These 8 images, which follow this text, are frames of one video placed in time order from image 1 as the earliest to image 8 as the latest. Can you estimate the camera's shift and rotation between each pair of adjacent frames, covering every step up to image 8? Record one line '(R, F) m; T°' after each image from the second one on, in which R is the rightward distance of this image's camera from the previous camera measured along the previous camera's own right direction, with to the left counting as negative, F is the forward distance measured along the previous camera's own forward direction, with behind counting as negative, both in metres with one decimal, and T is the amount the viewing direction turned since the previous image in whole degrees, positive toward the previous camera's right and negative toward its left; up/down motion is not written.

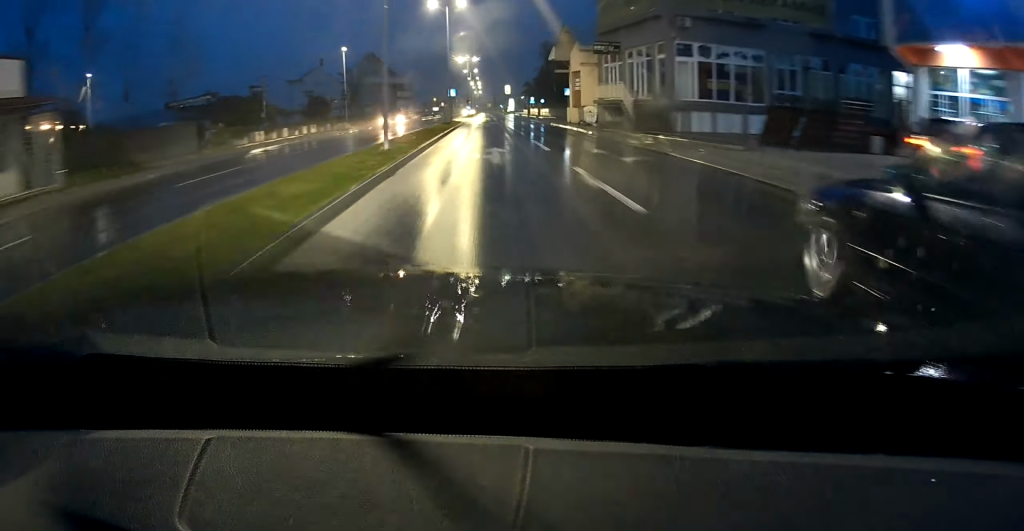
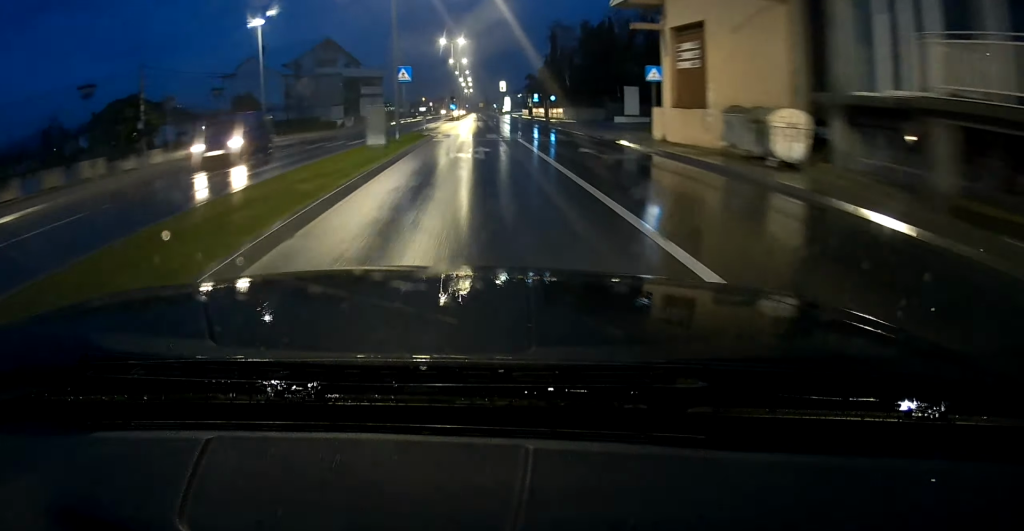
(-0.1, +29.9) m; 0°
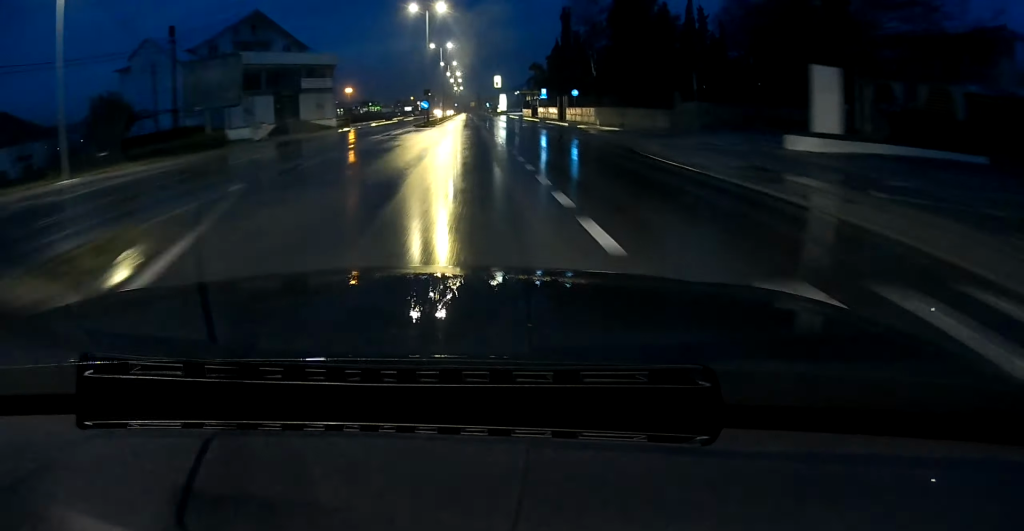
(-0.1, +28.0) m; +1°
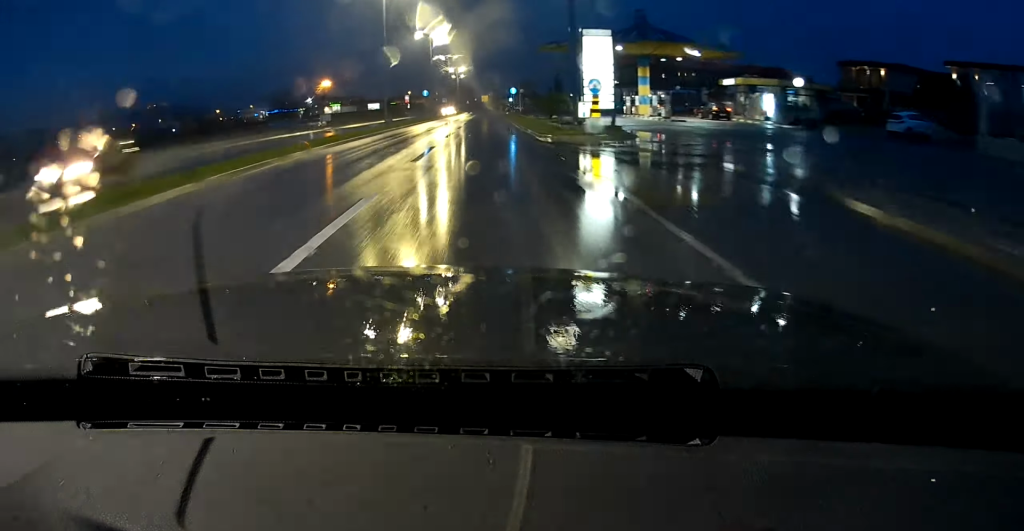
(+1.5, +118.8) m; 0°
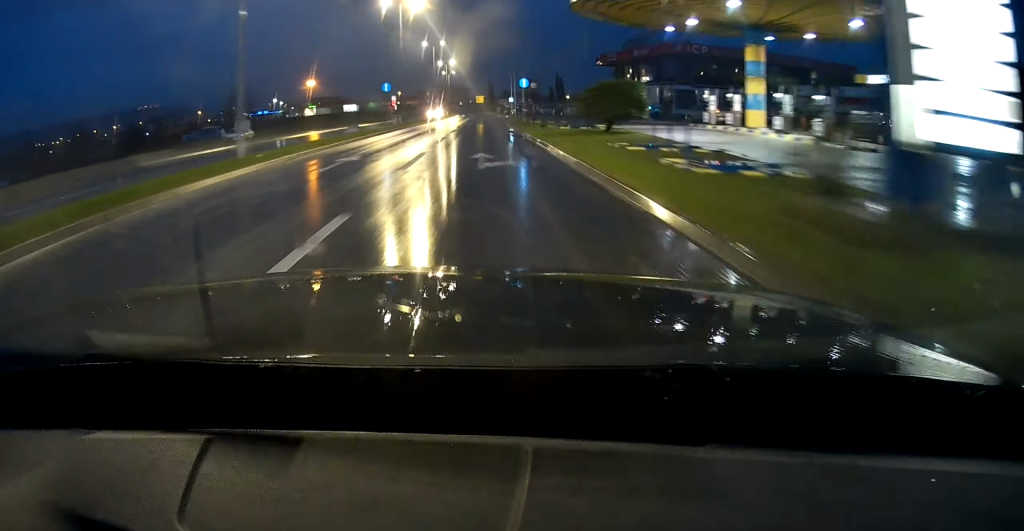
(-0.1, +23.5) m; 0°
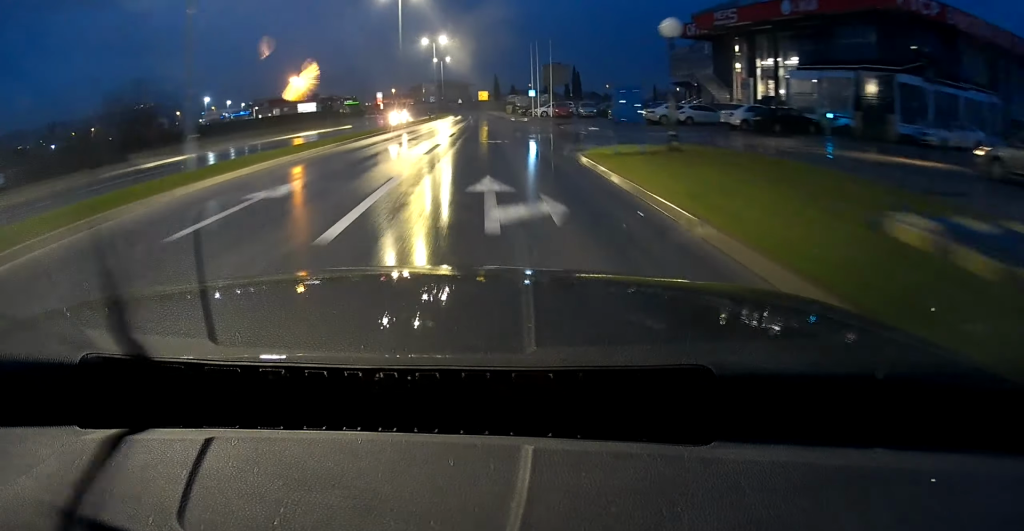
(-0.1, +37.6) m; 0°
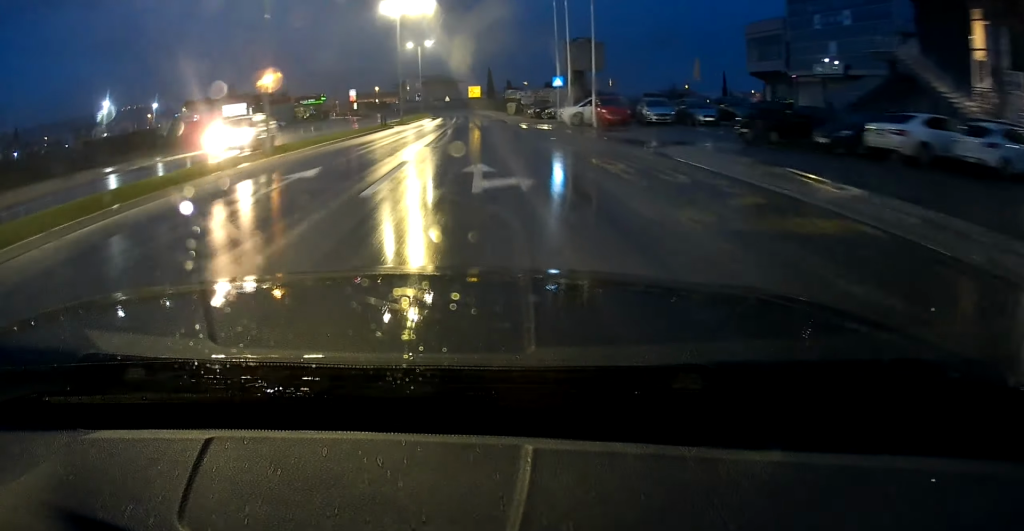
(-0.1, +28.8) m; 0°
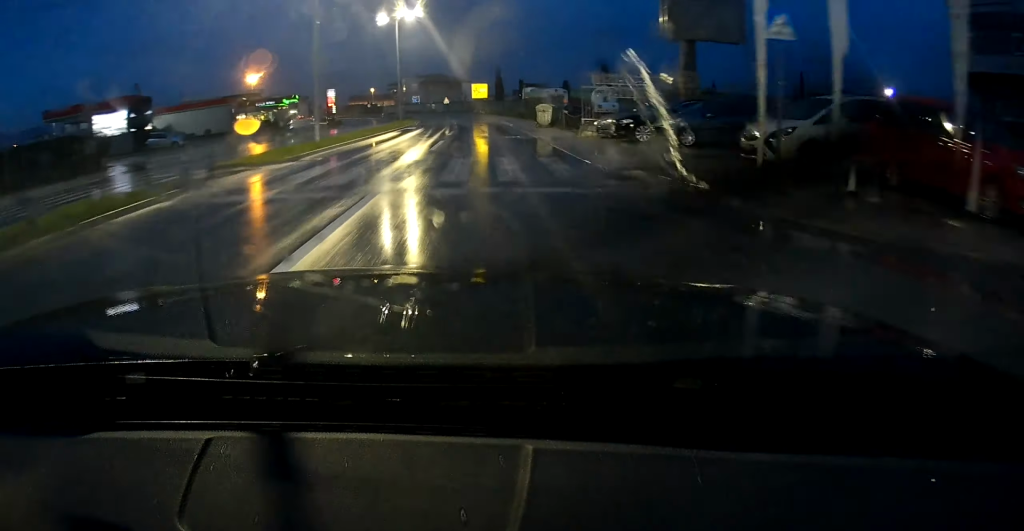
(0.0, +29.7) m; 0°
